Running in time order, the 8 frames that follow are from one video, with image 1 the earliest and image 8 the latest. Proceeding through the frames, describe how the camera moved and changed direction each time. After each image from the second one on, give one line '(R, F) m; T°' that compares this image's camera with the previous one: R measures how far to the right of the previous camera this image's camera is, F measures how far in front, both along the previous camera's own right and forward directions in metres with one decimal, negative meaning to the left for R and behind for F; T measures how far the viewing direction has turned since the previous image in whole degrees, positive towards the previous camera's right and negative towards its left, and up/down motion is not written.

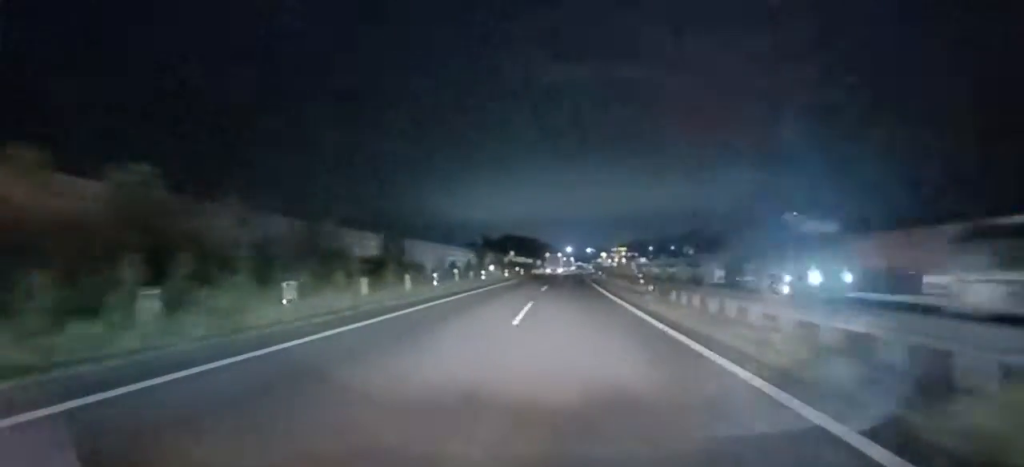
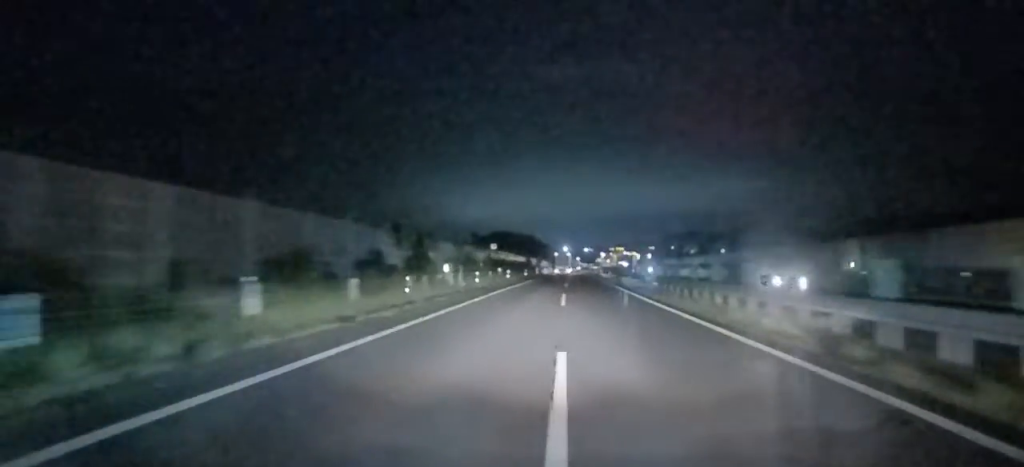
(+0.1, +32.5) m; 0°
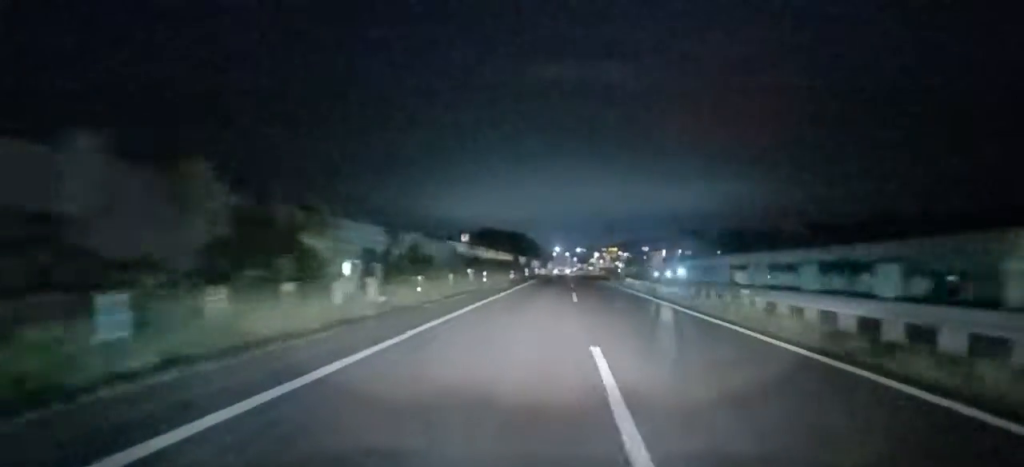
(+0.1, +19.2) m; 0°
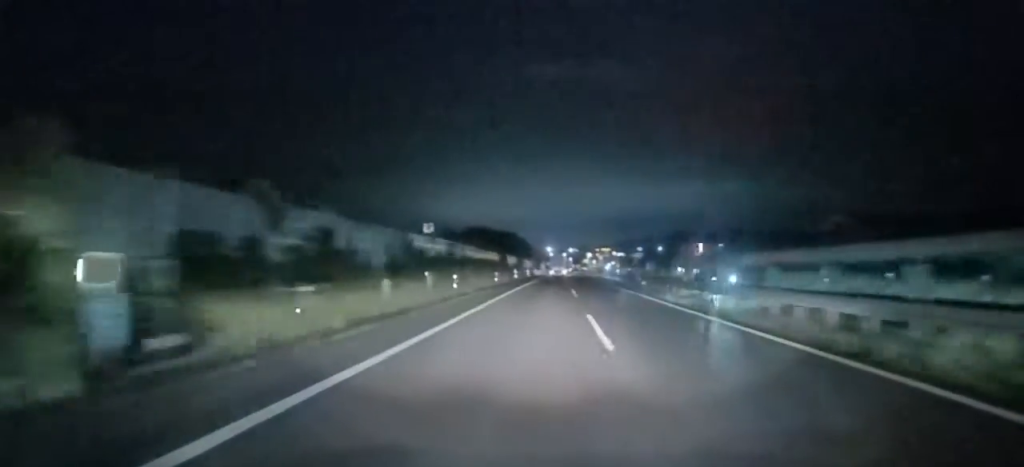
(0.0, +12.6) m; 0°
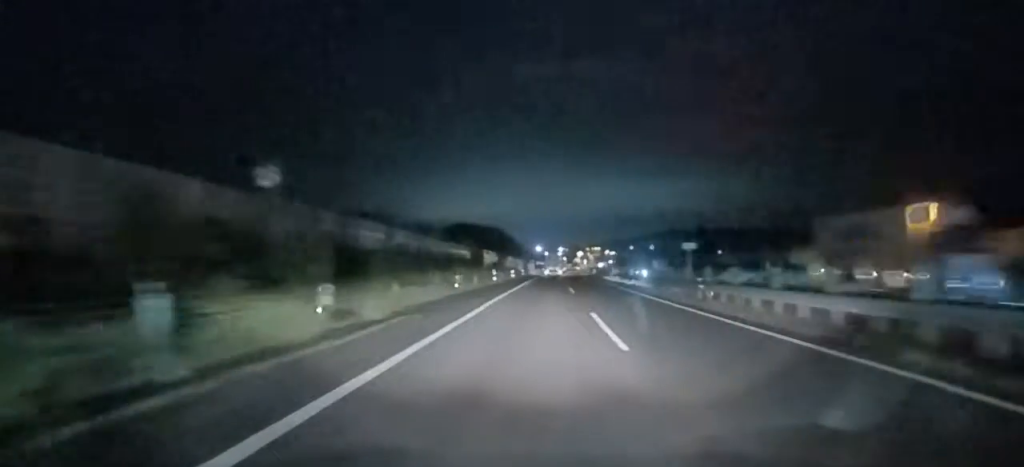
(+0.1, +19.6) m; +1°
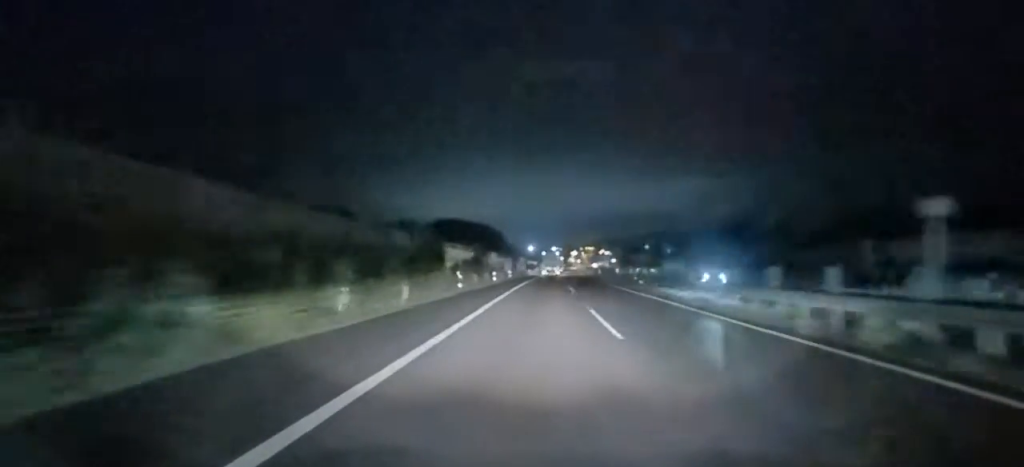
(+0.1, +19.1) m; +1°
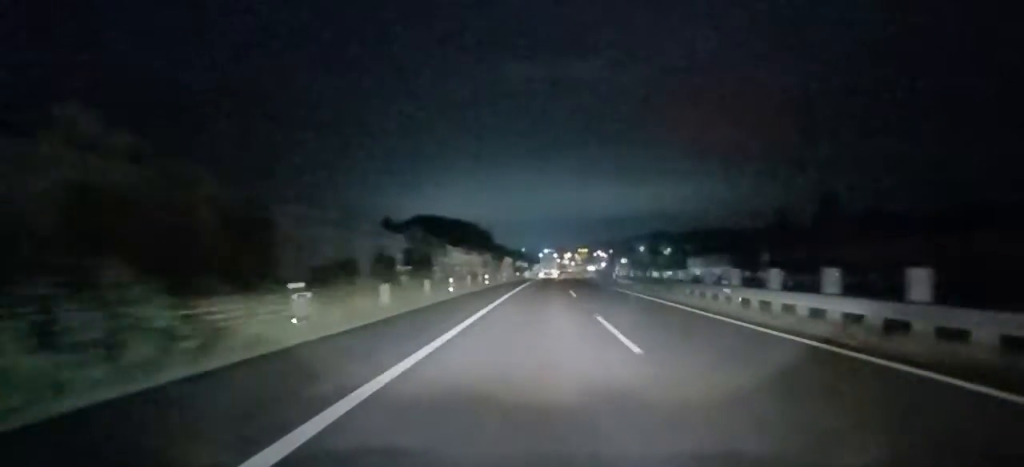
(+0.3, +22.2) m; +1°
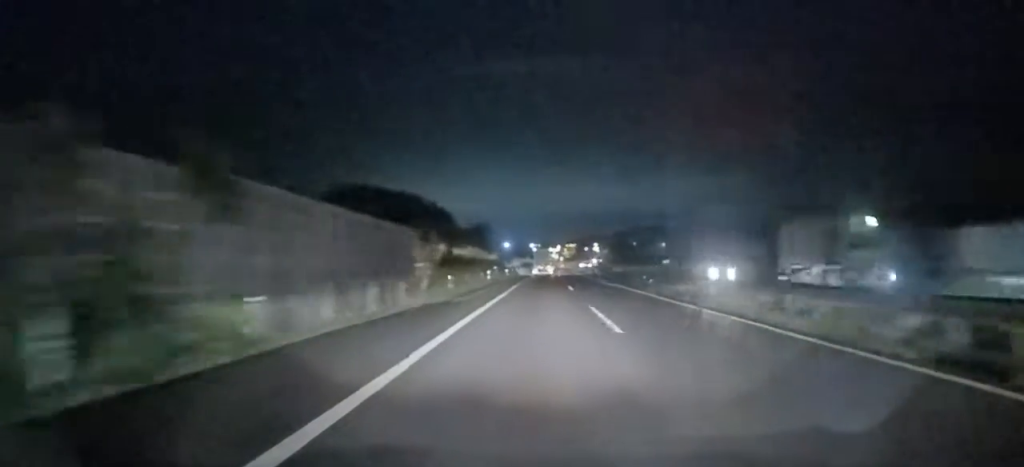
(-0.1, +59.7) m; 0°
